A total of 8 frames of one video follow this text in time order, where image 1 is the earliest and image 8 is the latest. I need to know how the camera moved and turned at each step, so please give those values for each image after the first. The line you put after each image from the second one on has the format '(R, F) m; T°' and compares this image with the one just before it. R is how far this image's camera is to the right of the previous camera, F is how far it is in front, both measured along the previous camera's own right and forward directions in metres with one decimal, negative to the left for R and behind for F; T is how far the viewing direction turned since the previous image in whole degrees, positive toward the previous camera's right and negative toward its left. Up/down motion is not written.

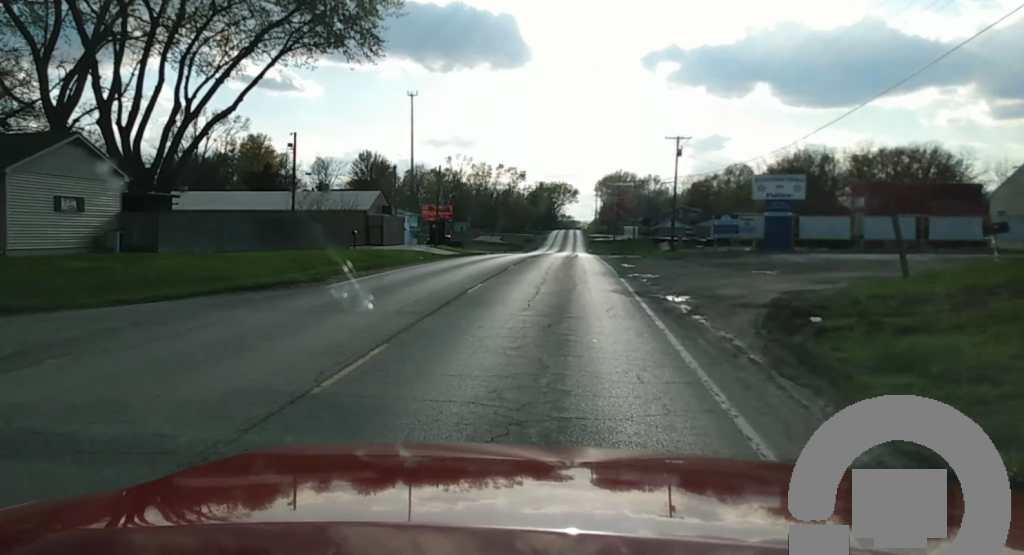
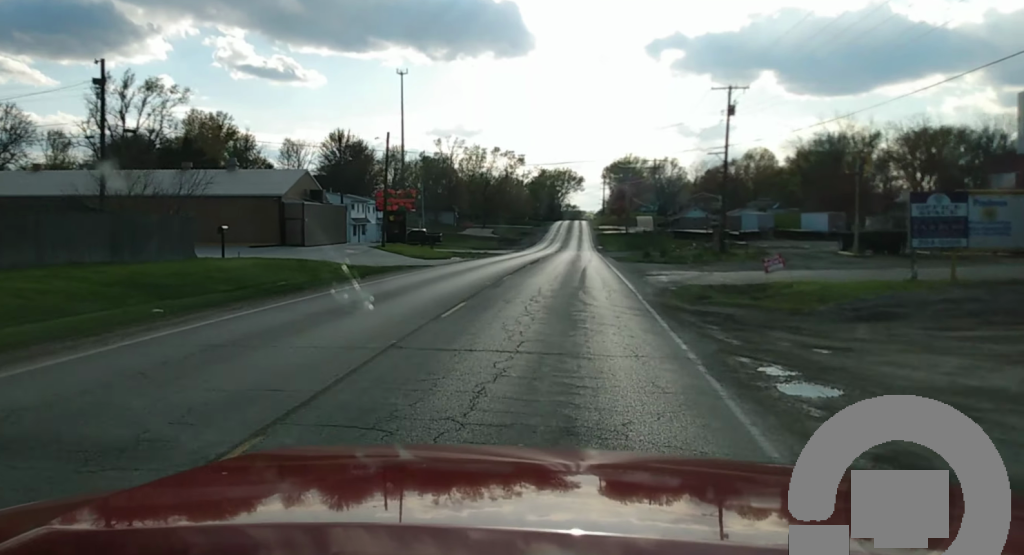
(0.0, +29.3) m; 0°
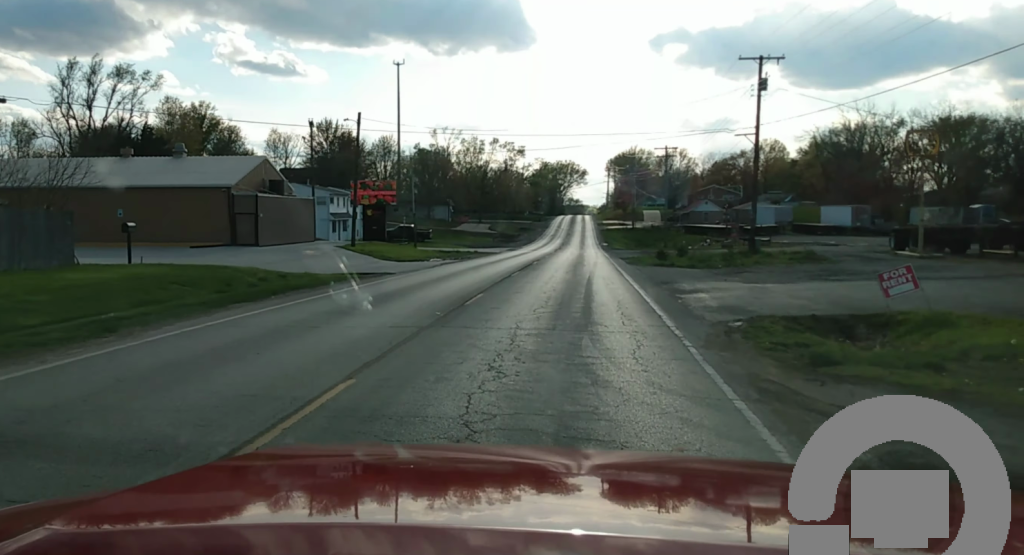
(+0.1, +9.7) m; 0°
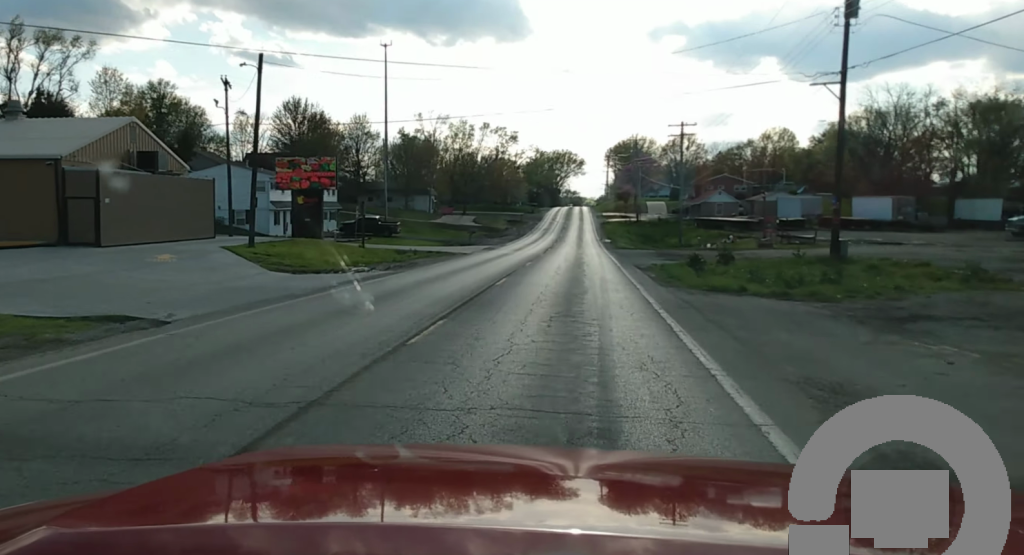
(-0.1, +17.7) m; 0°
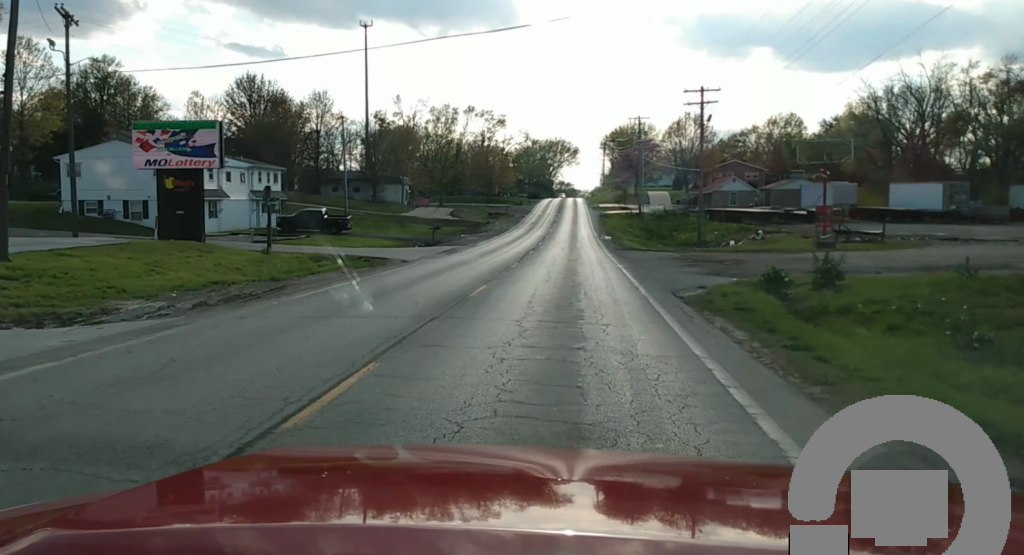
(0.0, +16.3) m; +1°
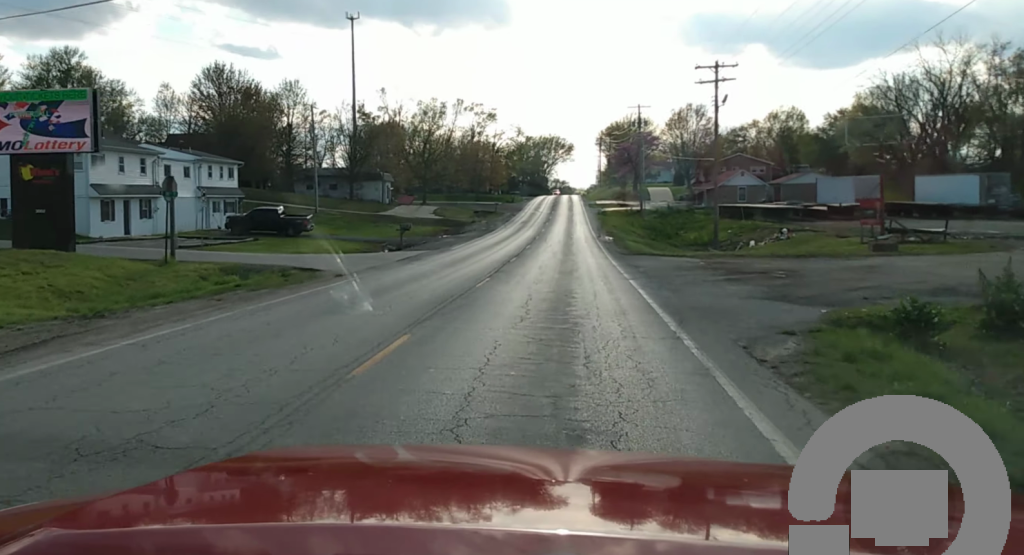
(+0.1, +8.4) m; +1°
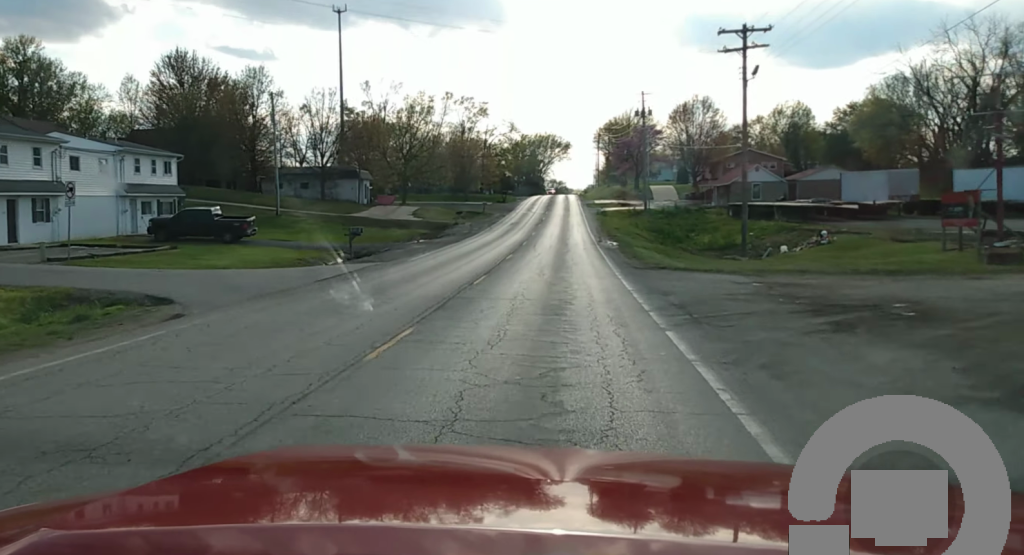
(+0.1, +9.3) m; 0°
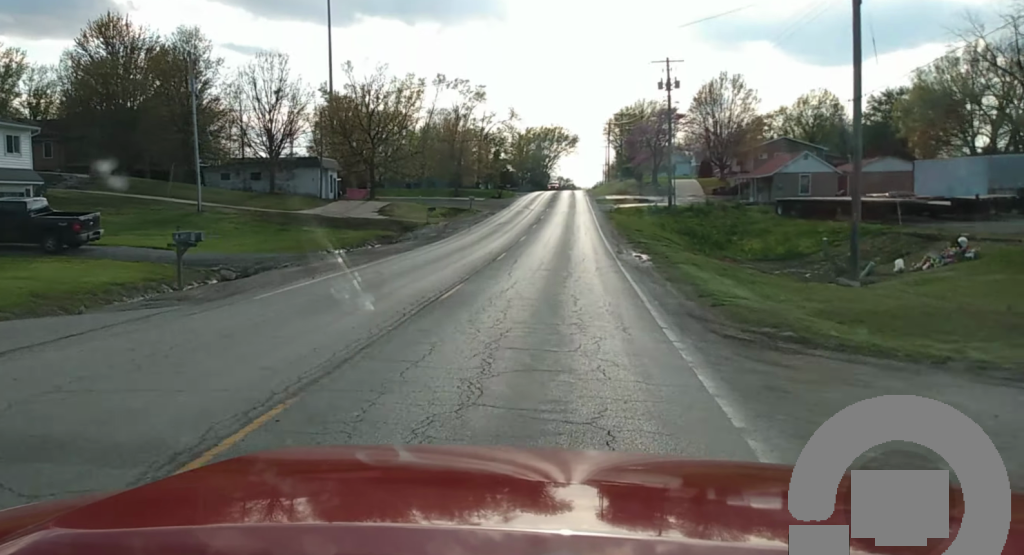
(0.0, +14.6) m; 0°
